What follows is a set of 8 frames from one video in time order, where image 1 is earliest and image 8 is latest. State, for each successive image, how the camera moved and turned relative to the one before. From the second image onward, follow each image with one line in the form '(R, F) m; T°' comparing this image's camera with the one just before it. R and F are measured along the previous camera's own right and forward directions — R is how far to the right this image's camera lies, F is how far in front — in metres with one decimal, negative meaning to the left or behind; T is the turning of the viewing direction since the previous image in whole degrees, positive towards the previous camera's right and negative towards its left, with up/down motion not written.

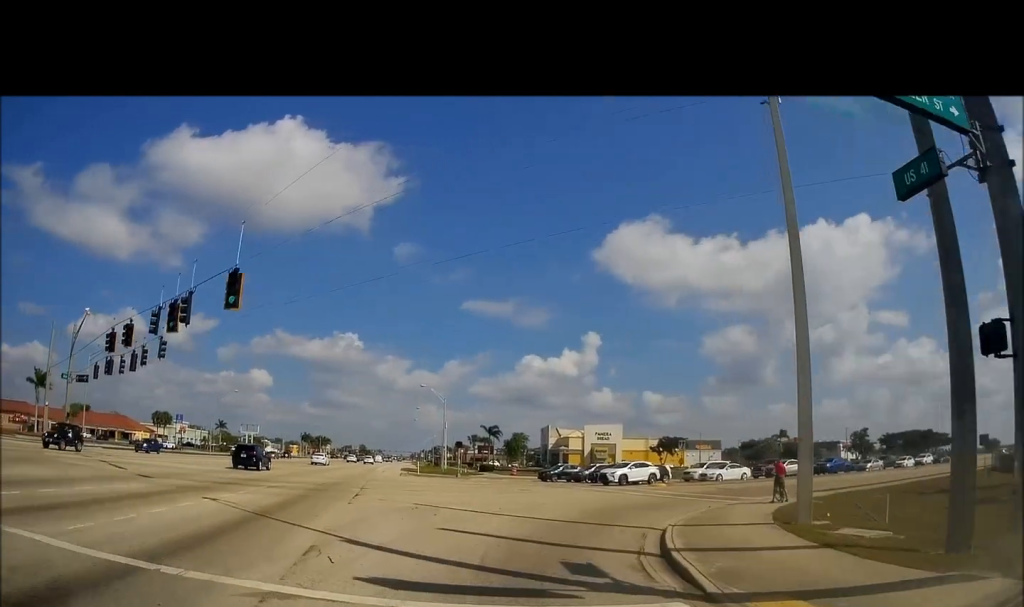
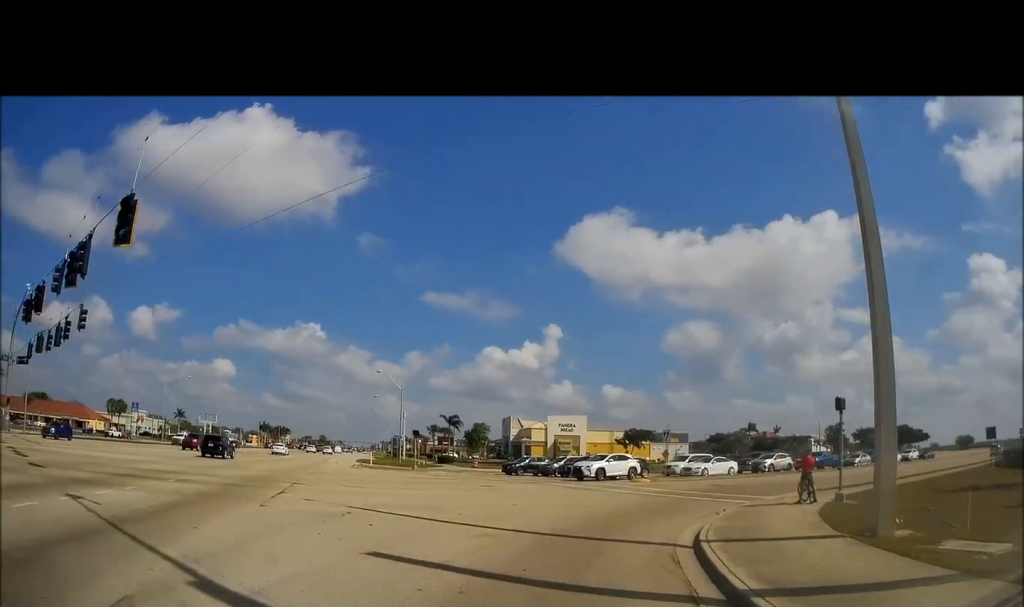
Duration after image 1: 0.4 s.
(+0.3, +5.1) m; +4°
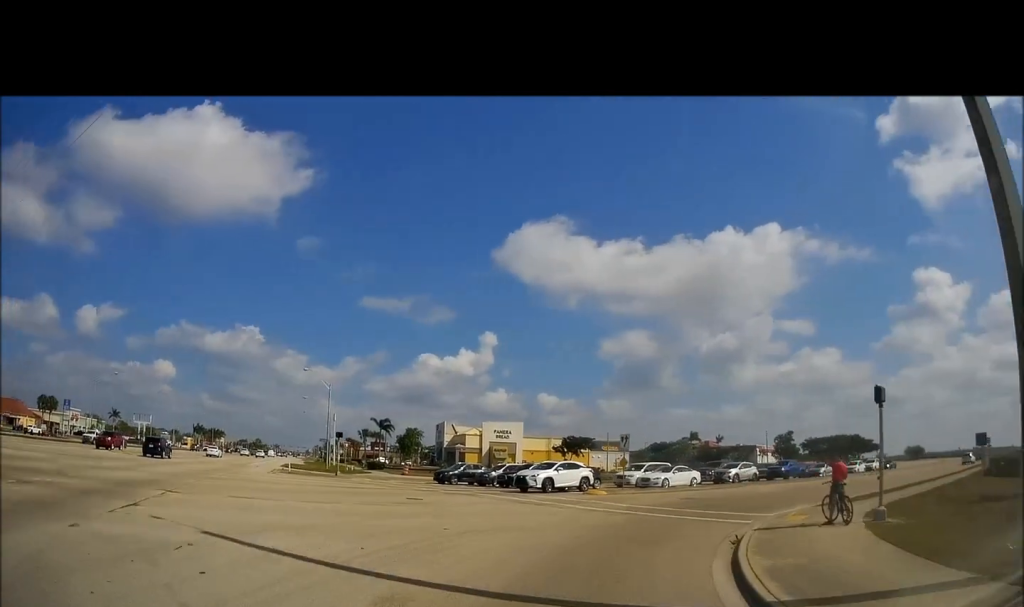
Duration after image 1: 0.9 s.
(+0.2, +5.7) m; +6°
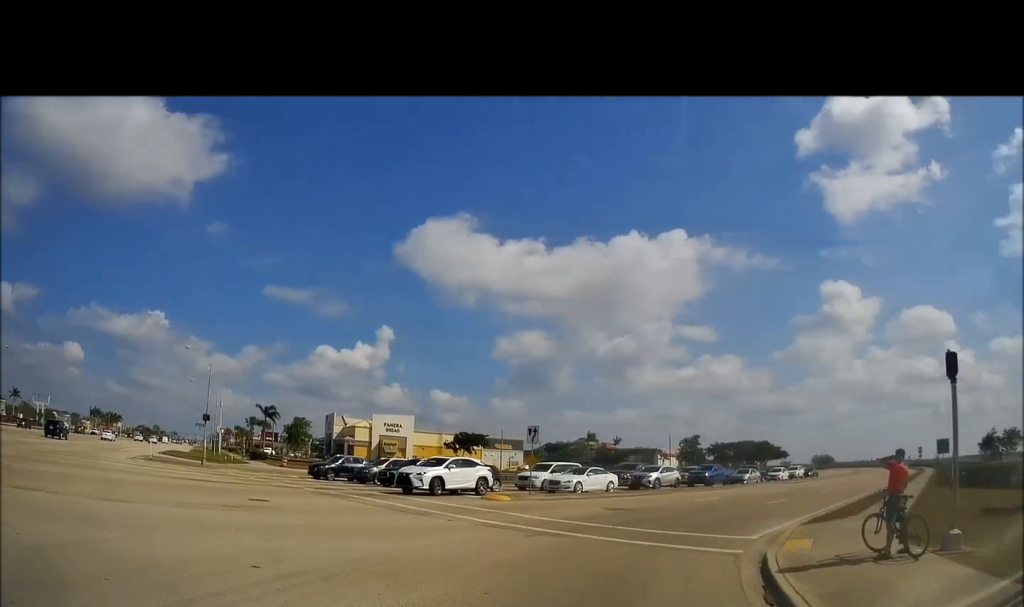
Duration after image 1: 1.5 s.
(+0.1, +6.5) m; +11°
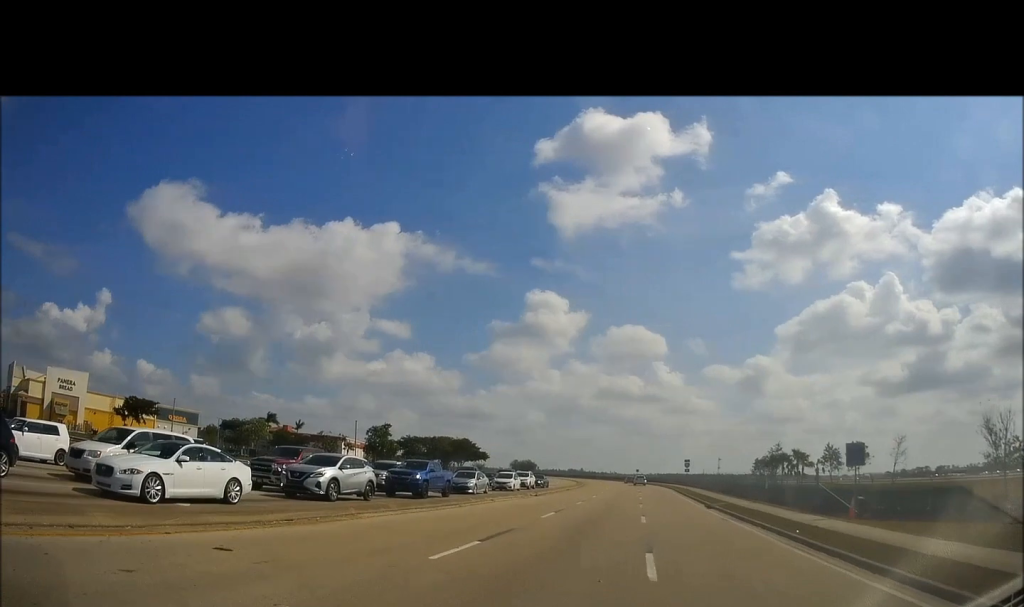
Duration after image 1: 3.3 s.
(+5.8, +17.7) m; +29°
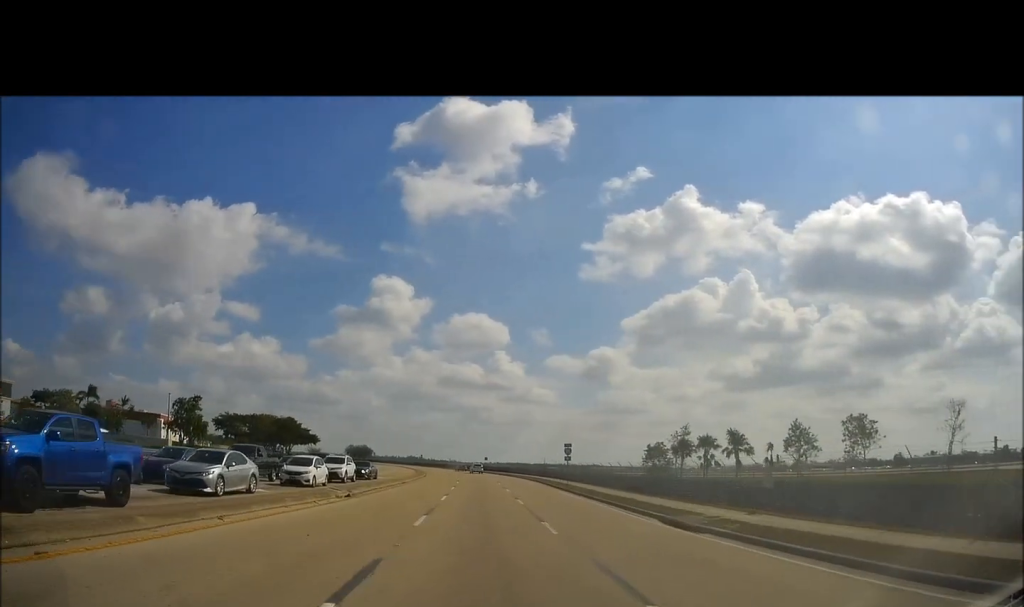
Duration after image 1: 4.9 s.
(+2.3, +17.7) m; +12°
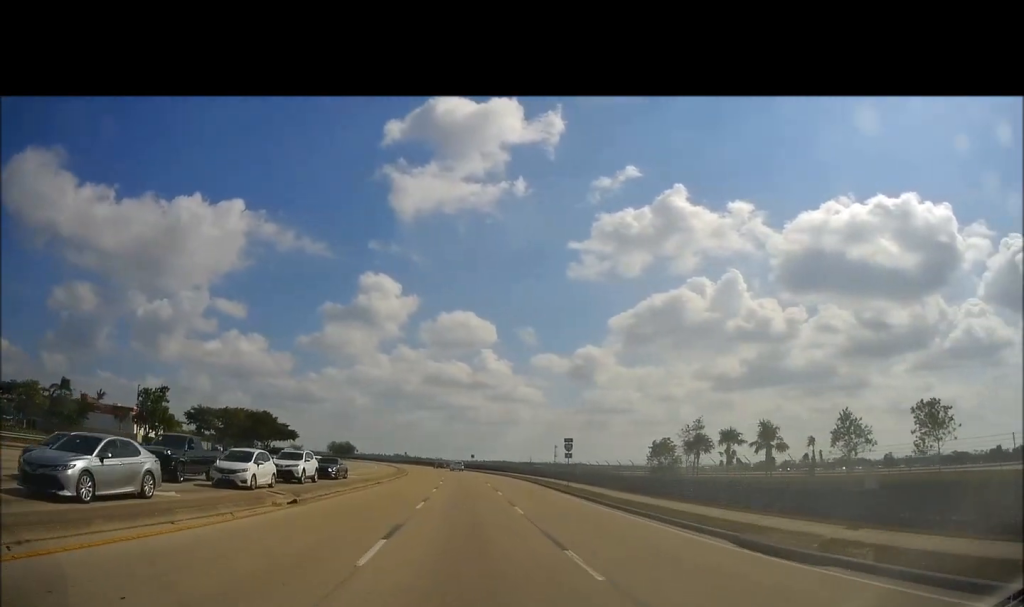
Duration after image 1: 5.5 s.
(+0.1, +6.6) m; +1°
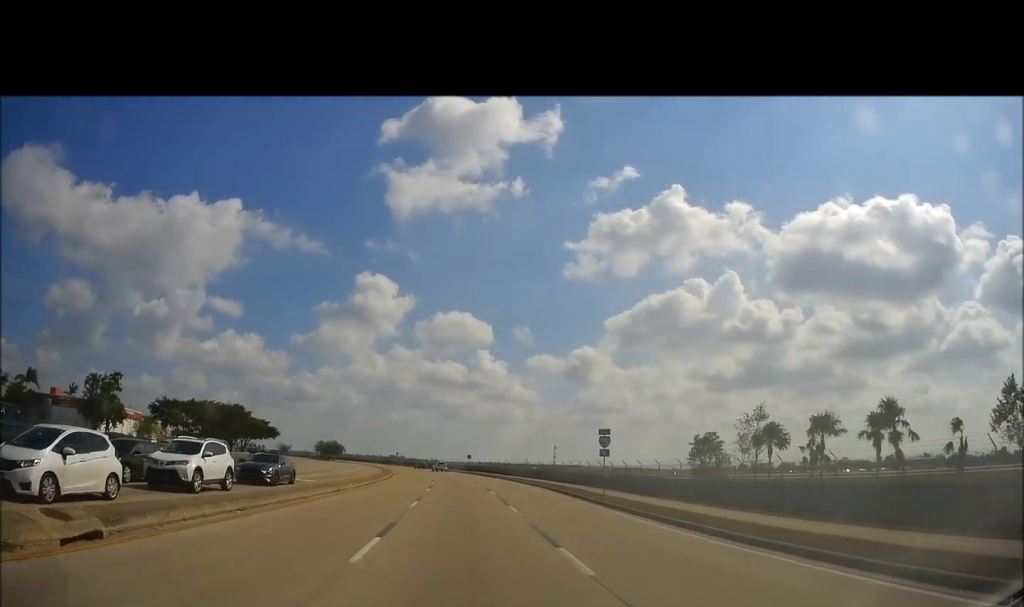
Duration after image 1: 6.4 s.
(+0.2, +11.9) m; +2°
